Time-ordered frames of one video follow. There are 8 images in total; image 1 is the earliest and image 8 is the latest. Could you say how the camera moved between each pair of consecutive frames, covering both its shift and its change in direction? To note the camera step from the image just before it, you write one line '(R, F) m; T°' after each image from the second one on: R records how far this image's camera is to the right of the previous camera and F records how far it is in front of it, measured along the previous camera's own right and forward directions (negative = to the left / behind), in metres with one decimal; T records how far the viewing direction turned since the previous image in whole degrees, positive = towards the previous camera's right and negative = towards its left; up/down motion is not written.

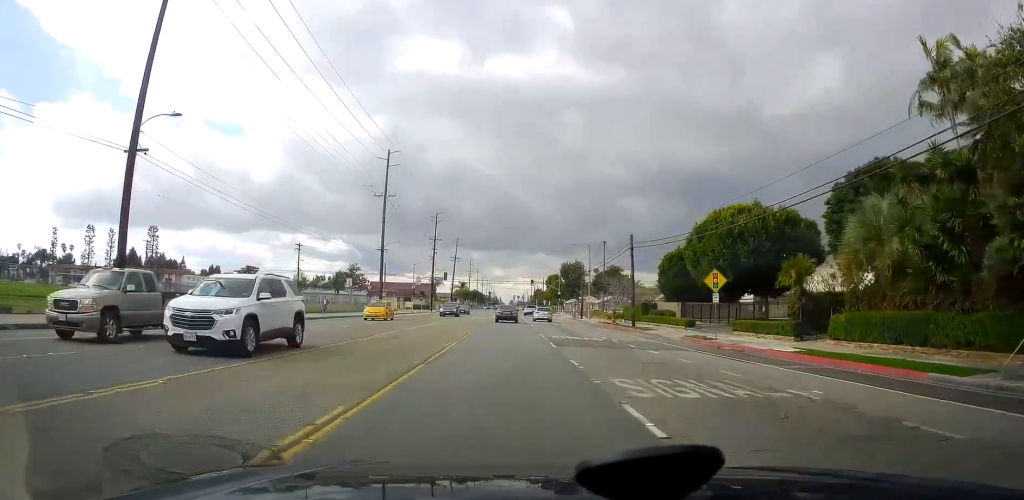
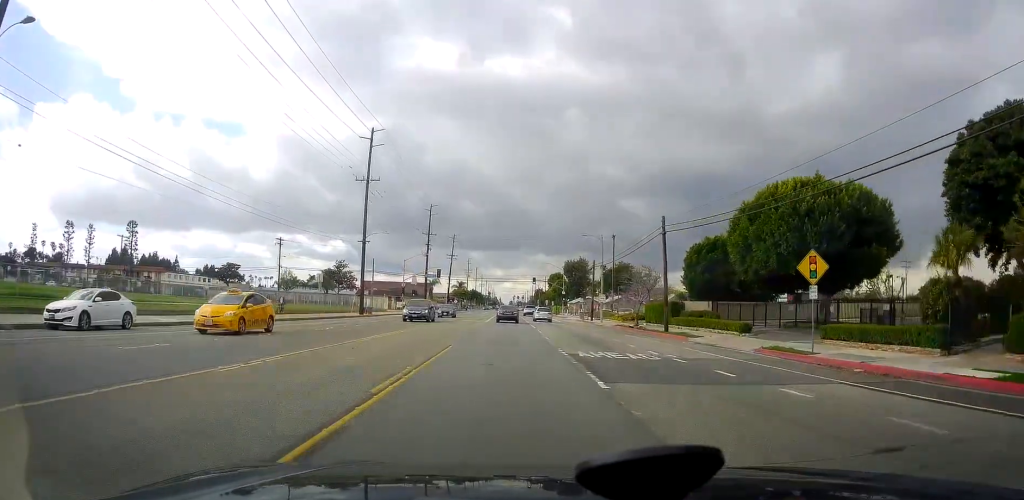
(+0.1, +10.7) m; 0°
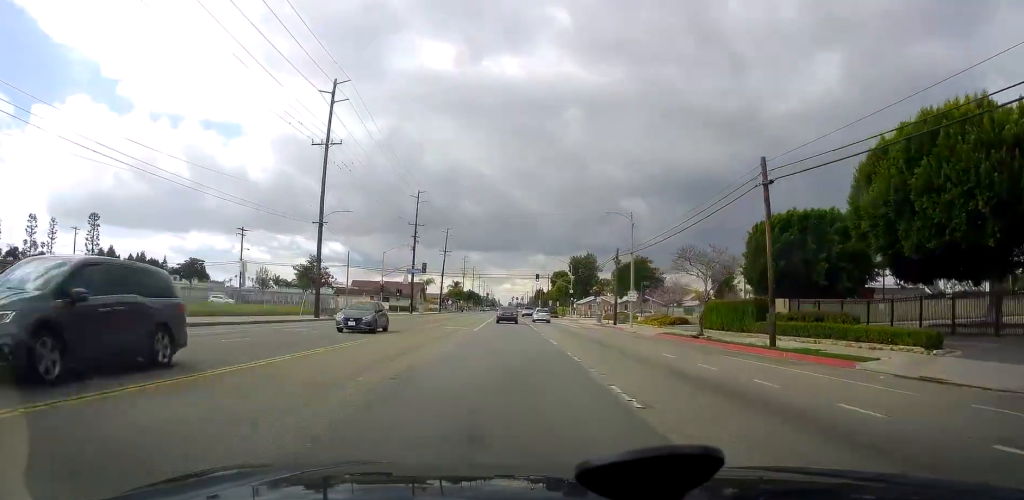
(0.0, +16.8) m; 0°
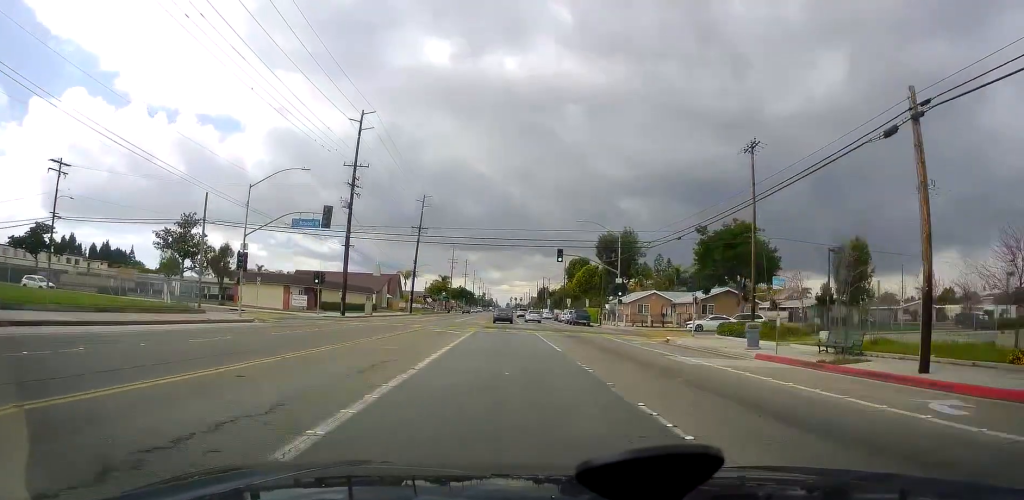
(+1.1, +46.0) m; +2°
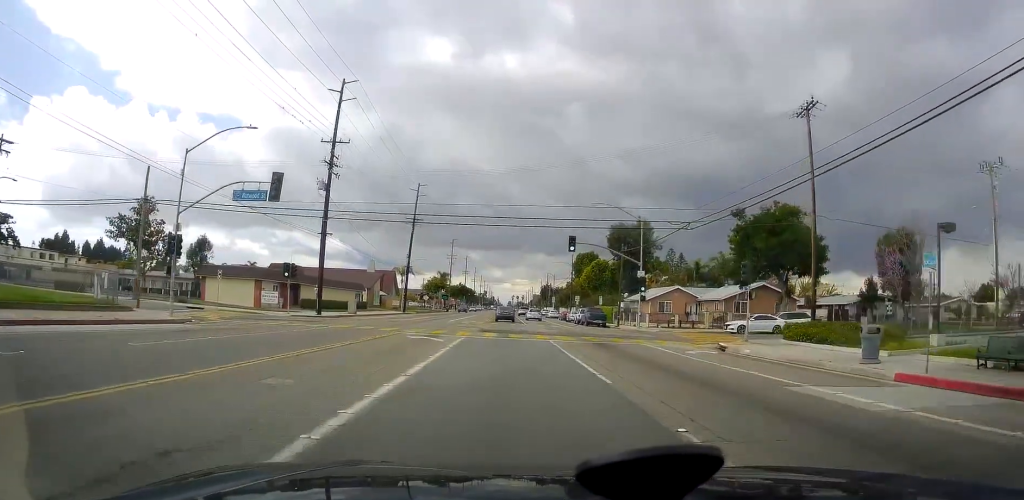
(-0.2, +9.2) m; -1°
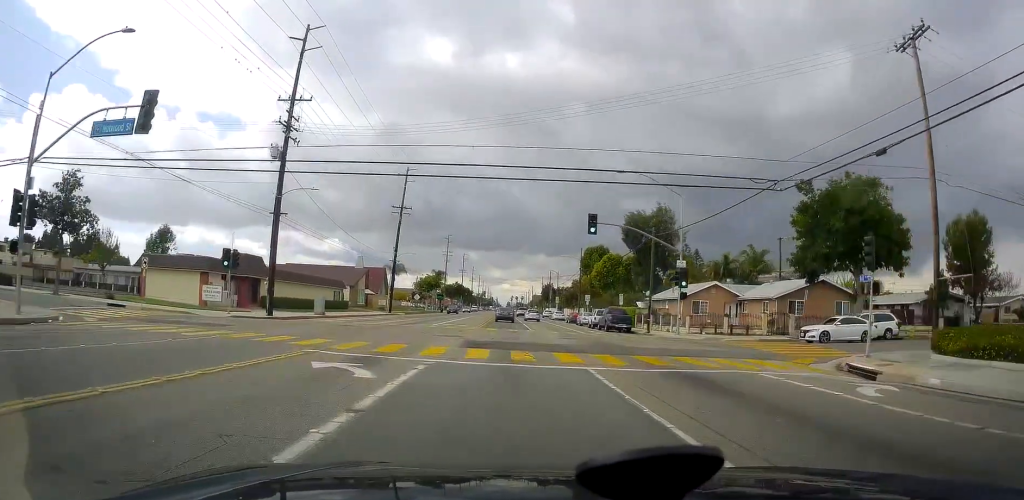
(-0.1, +11.9) m; 0°
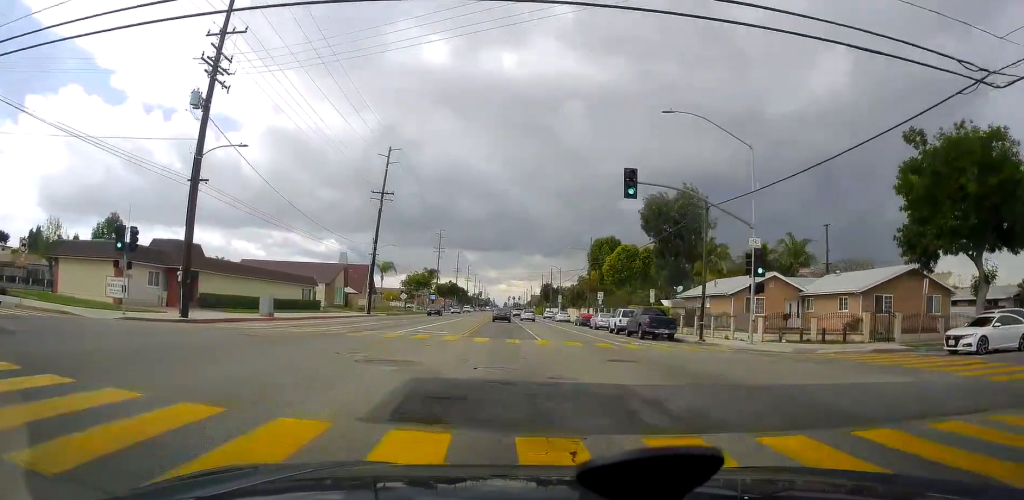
(0.0, +12.5) m; 0°
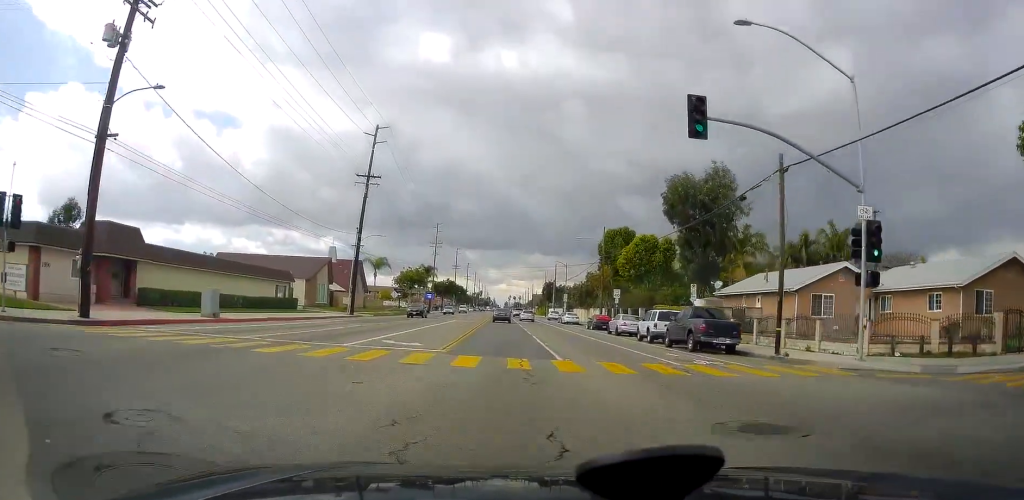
(0.0, +9.2) m; 0°
